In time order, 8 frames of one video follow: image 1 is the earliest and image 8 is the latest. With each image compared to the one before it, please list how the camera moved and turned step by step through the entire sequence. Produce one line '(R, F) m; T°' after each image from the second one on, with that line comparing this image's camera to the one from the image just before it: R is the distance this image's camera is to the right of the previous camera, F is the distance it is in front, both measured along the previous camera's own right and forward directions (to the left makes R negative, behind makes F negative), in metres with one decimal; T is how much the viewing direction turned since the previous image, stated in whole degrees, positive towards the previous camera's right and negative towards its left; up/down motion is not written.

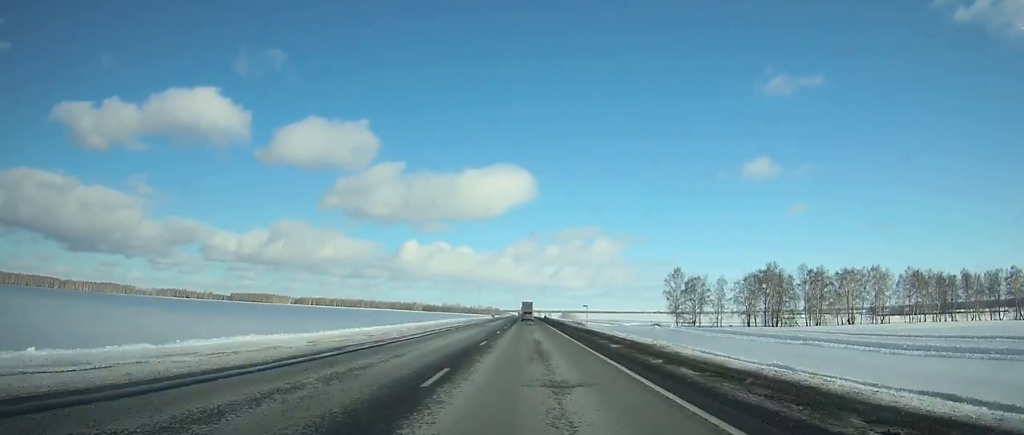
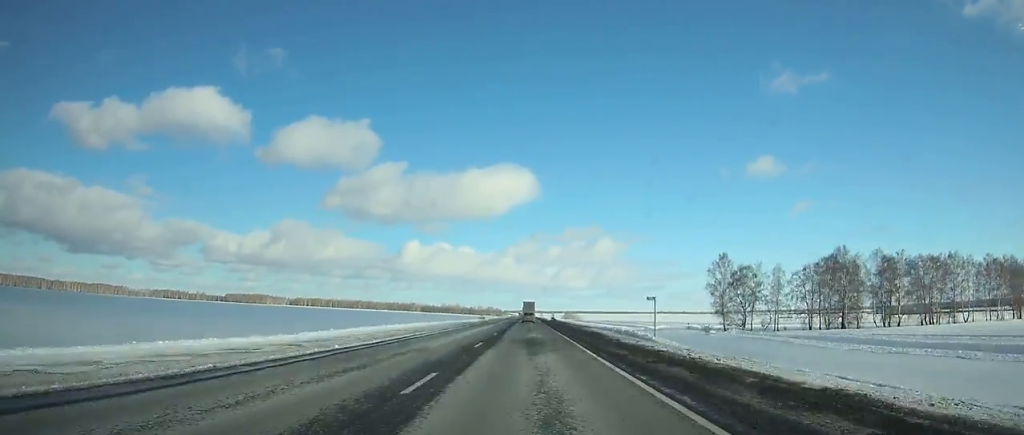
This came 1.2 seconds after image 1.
(0.0, +38.2) m; 0°
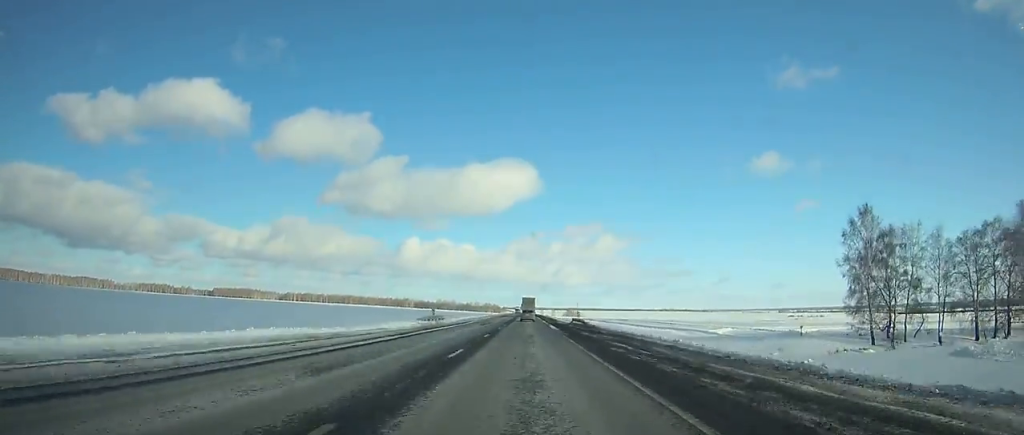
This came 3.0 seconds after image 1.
(-0.1, +54.9) m; 0°
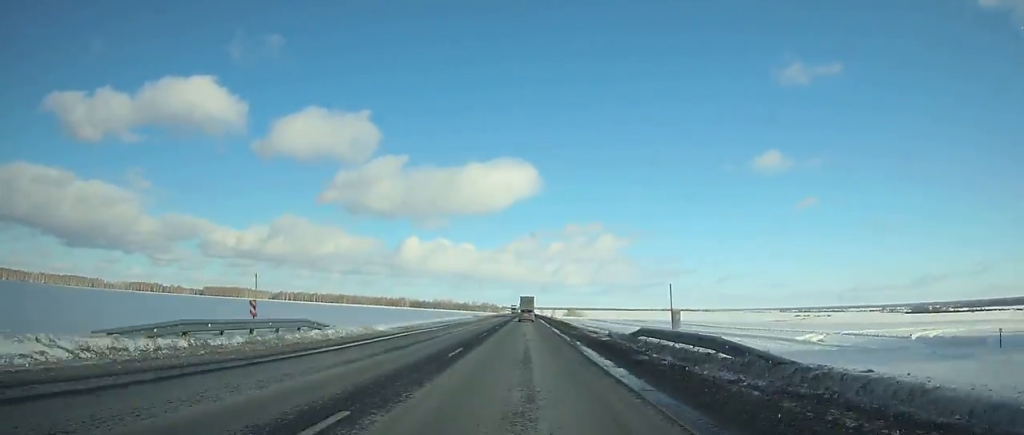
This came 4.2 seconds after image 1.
(0.0, +36.4) m; 0°
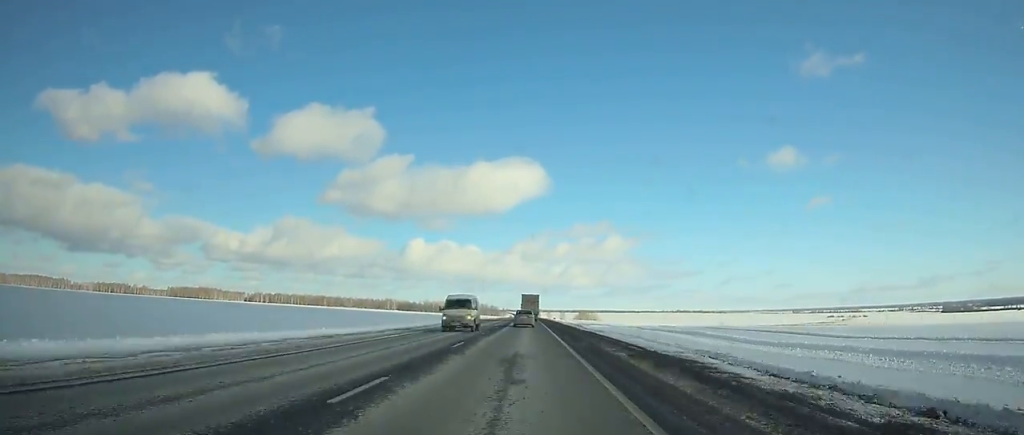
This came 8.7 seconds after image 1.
(-0.4, +126.1) m; 0°
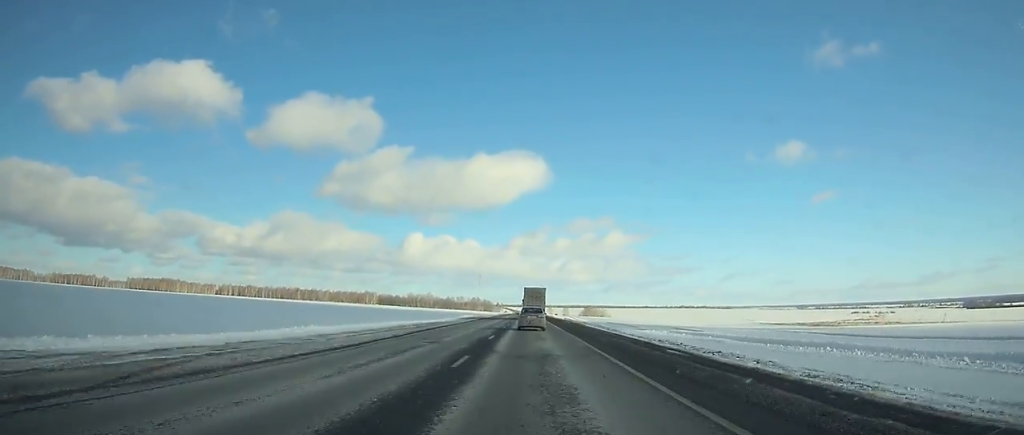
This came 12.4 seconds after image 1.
(-0.1, +97.7) m; 0°
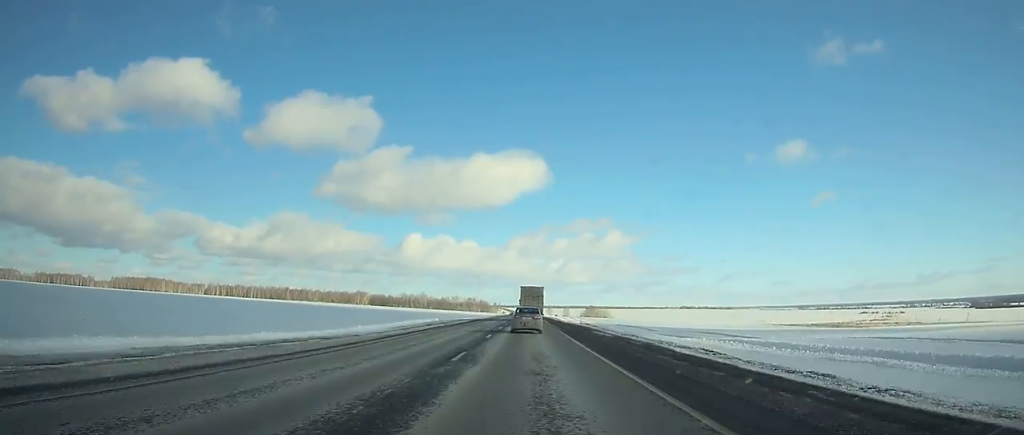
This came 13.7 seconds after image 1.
(0.0, +34.4) m; 0°
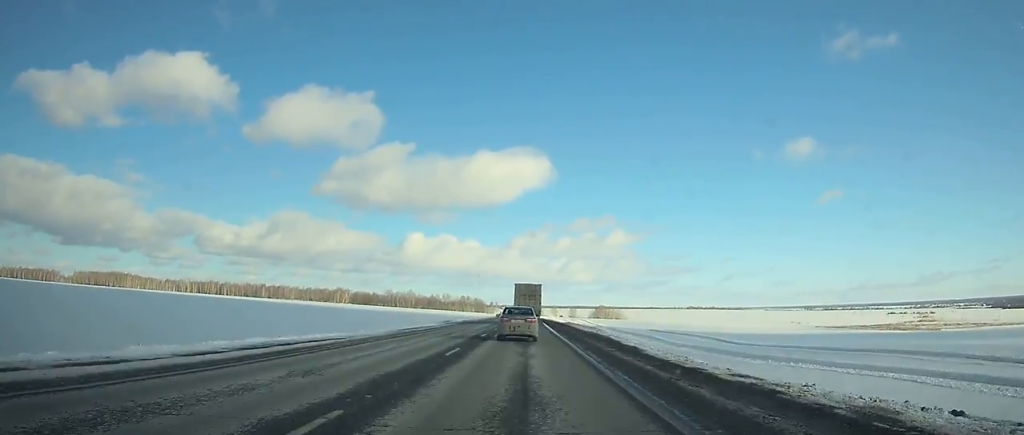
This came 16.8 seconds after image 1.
(+0.2, +83.6) m; 0°
